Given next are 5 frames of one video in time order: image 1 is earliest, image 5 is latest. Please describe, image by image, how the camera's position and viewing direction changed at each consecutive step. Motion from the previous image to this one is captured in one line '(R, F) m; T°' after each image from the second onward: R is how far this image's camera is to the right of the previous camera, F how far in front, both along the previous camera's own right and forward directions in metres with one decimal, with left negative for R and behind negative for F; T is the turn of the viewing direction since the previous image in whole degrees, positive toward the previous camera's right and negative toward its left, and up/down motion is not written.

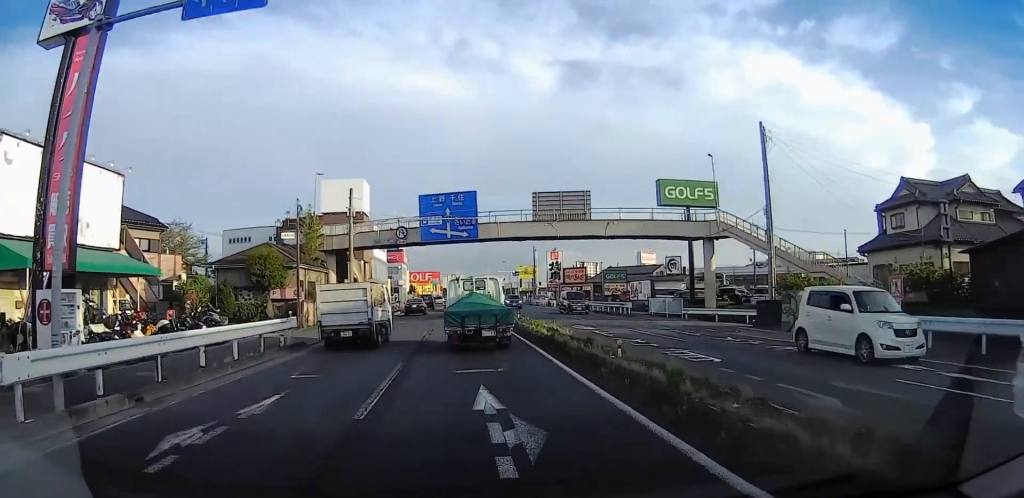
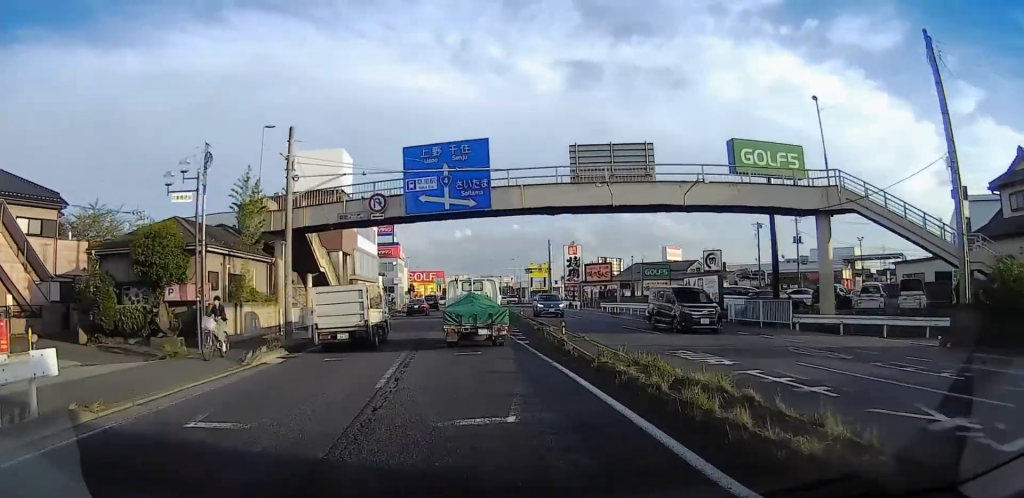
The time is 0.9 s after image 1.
(+0.6, +11.6) m; +3°
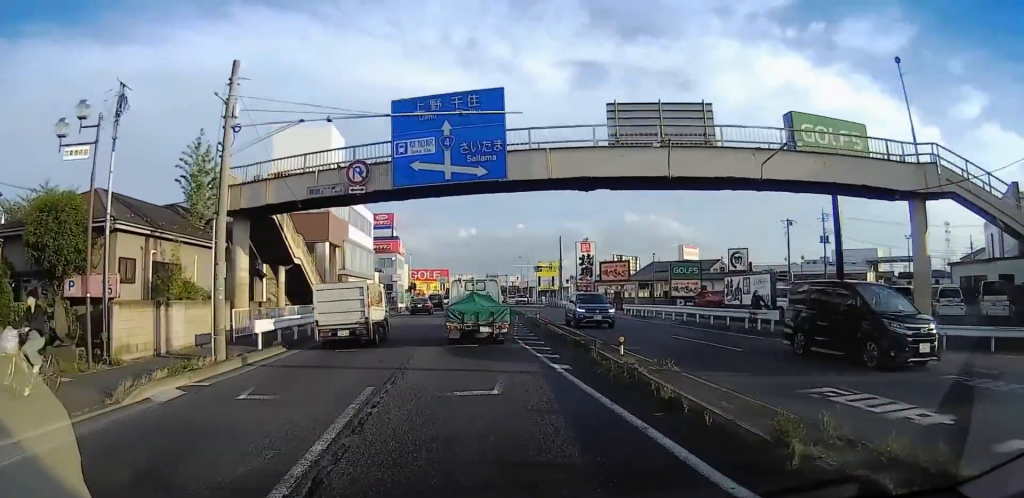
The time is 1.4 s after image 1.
(0.0, +6.0) m; 0°
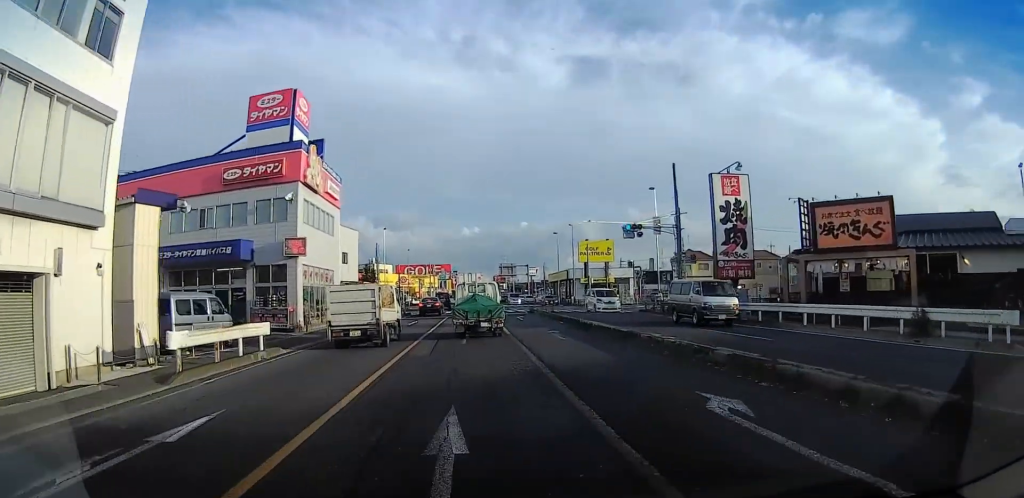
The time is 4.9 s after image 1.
(-0.2, +45.9) m; 0°
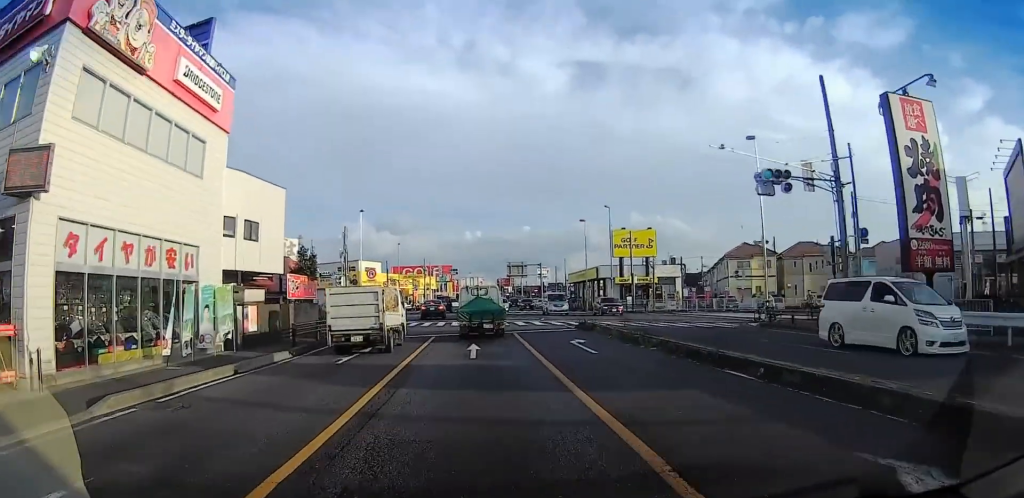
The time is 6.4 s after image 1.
(+0.5, +19.0) m; +2°
